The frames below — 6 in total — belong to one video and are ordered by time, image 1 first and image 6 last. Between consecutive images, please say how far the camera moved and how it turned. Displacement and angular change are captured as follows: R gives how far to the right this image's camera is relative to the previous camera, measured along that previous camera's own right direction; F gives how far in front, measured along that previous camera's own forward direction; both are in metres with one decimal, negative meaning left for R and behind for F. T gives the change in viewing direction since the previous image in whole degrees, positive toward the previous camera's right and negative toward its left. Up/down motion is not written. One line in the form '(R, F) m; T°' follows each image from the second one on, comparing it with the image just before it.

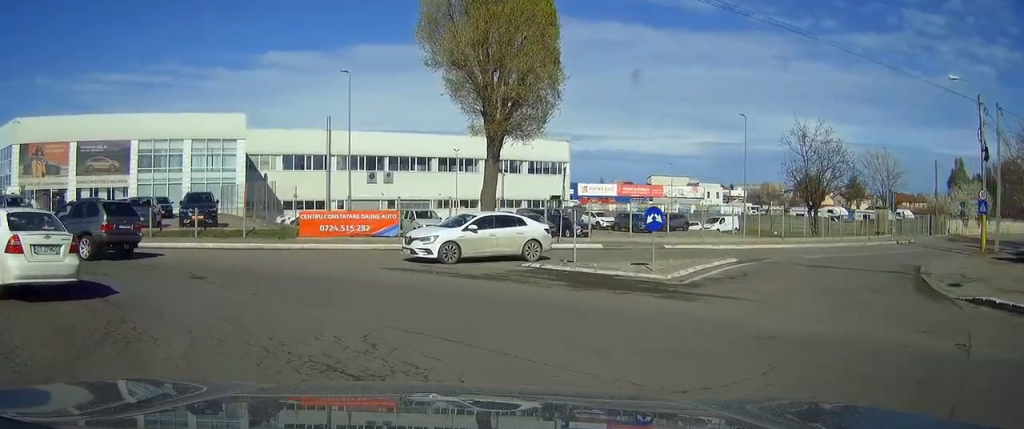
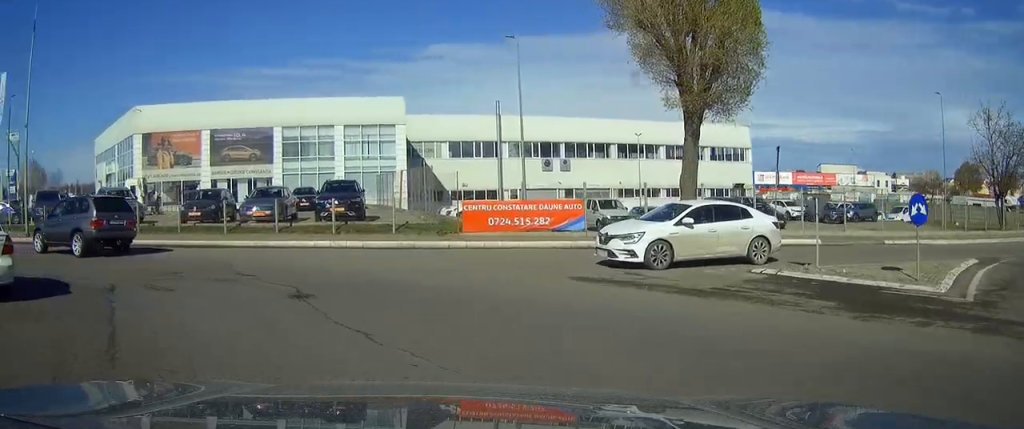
(-0.4, +5.1) m; -13°
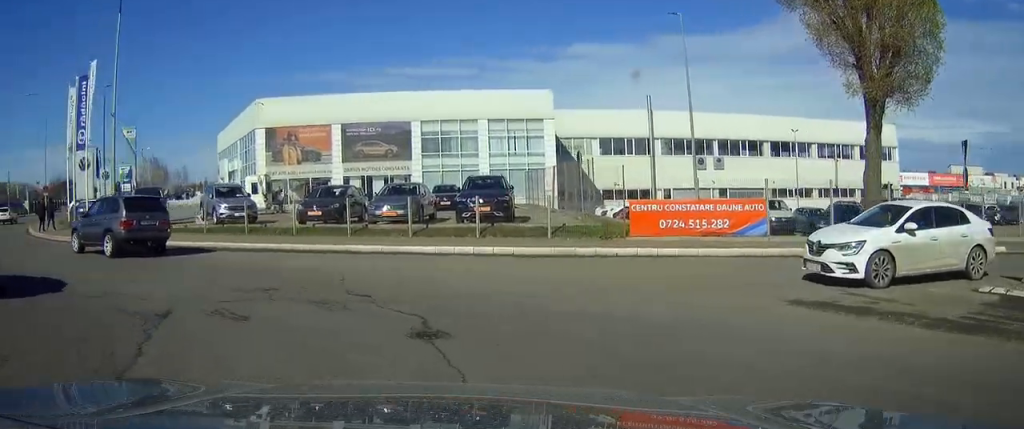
(-0.5, +3.3) m; -12°
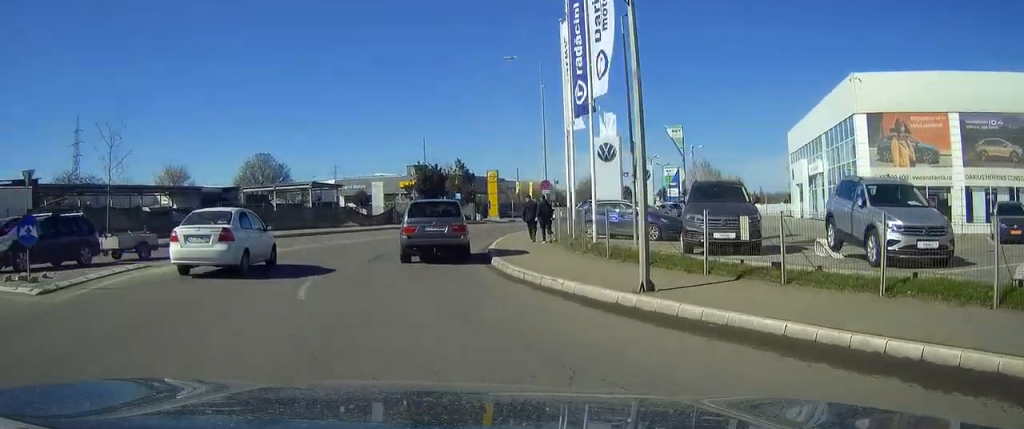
(-6.8, +13.3) m; -44°
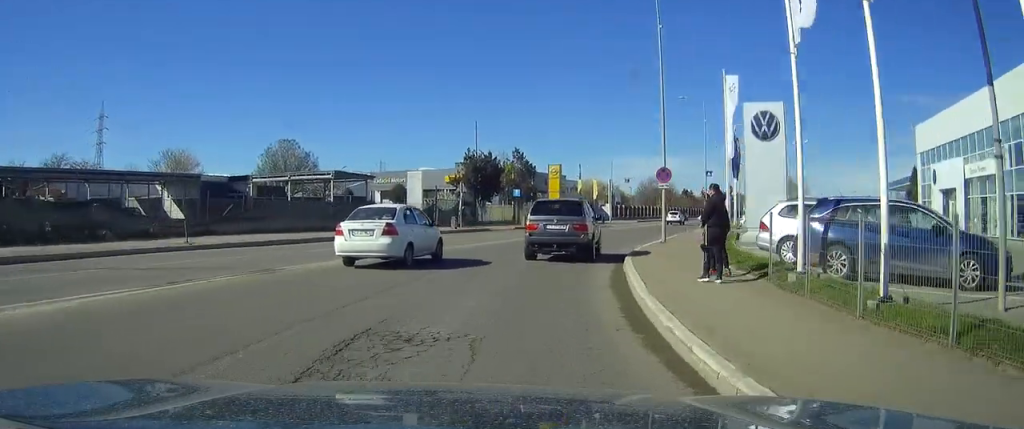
(-1.4, +14.3) m; -5°
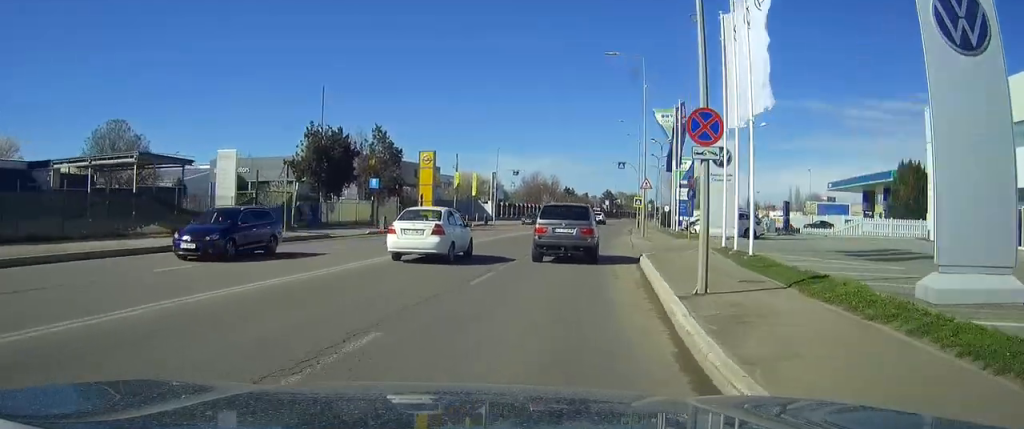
(+1.4, +16.0) m; +12°
